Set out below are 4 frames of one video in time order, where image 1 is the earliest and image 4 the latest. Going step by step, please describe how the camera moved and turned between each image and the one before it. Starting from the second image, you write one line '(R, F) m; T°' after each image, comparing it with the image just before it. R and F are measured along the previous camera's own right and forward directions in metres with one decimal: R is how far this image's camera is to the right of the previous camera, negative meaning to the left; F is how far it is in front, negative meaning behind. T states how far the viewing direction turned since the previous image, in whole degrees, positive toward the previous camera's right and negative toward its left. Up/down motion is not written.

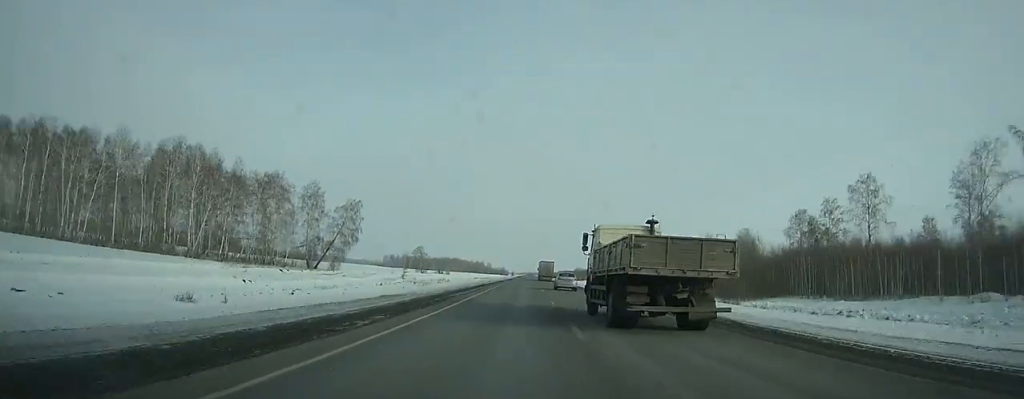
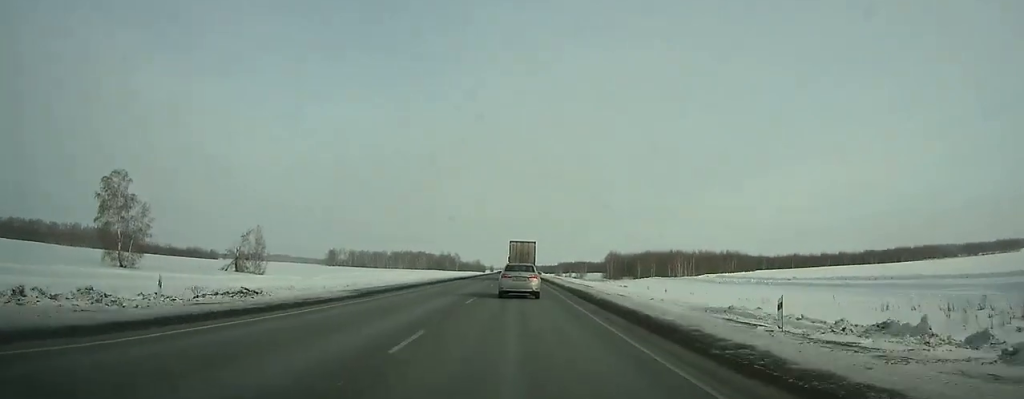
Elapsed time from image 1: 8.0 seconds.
(+2.7, +212.1) m; +1°
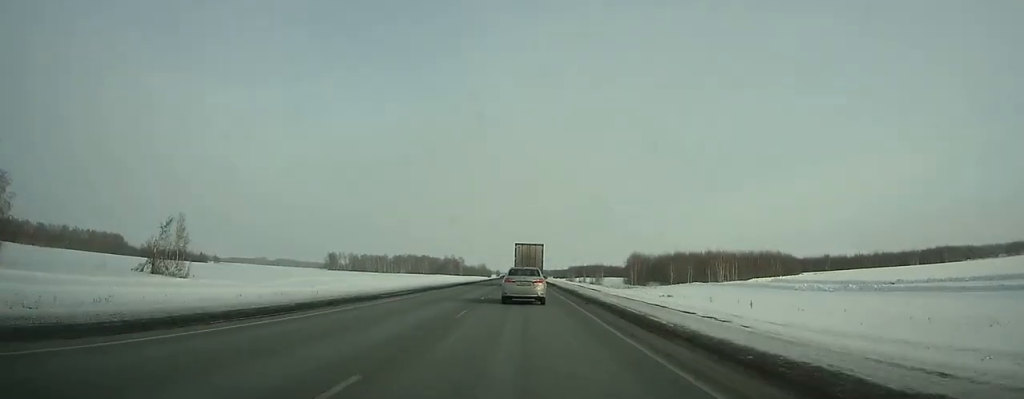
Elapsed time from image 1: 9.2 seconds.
(0.0, +29.8) m; 0°
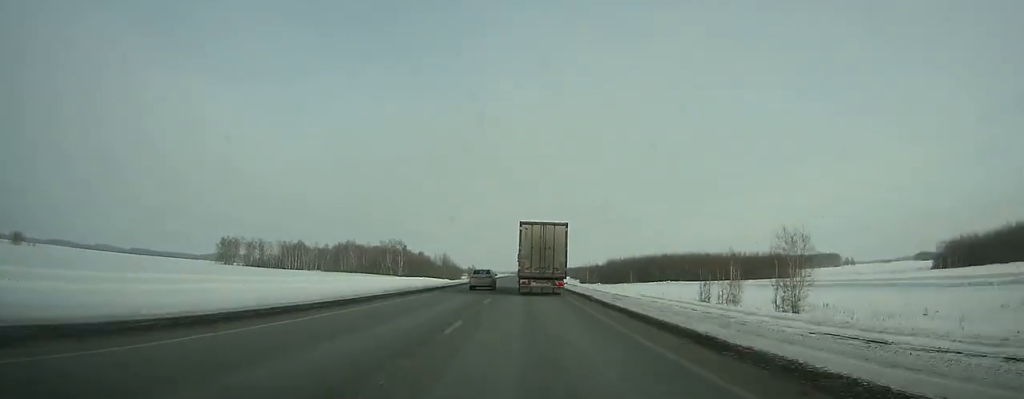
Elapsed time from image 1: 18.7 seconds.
(+0.7, +218.1) m; 0°
